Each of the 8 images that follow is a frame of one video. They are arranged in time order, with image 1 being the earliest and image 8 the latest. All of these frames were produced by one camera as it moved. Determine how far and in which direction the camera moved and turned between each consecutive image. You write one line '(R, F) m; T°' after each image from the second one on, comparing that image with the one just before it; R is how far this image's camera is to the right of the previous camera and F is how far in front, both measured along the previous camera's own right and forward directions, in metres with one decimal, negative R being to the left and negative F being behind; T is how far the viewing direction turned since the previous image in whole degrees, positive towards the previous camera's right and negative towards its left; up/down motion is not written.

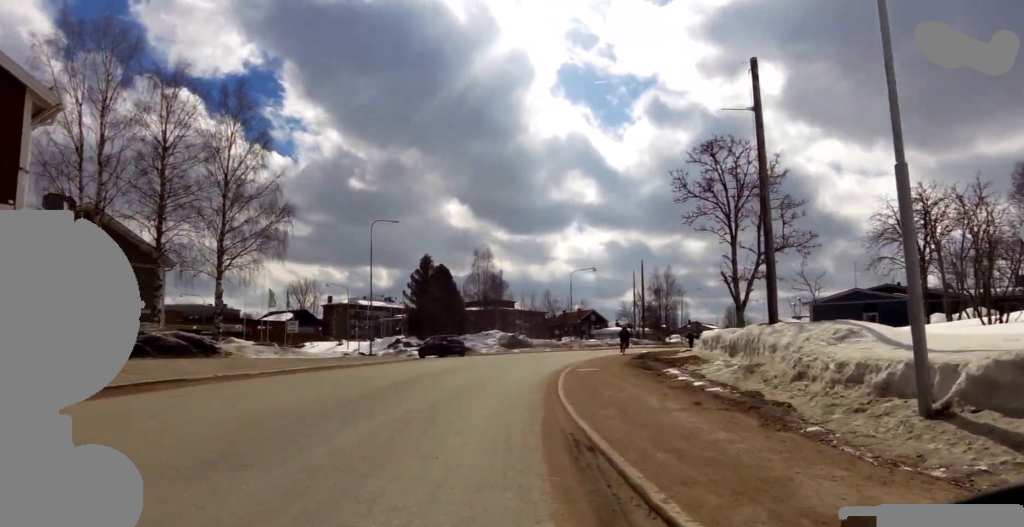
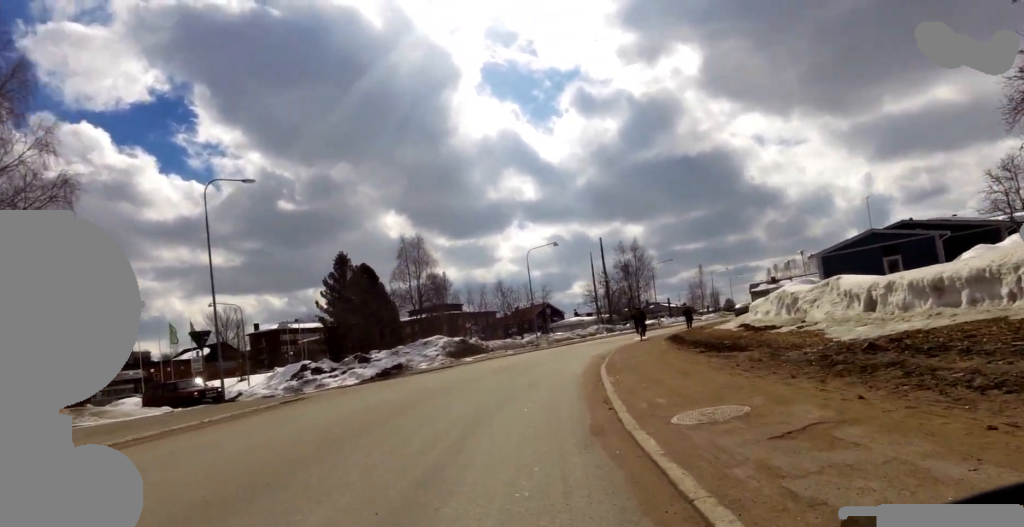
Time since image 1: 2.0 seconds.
(+1.2, +14.0) m; +7°
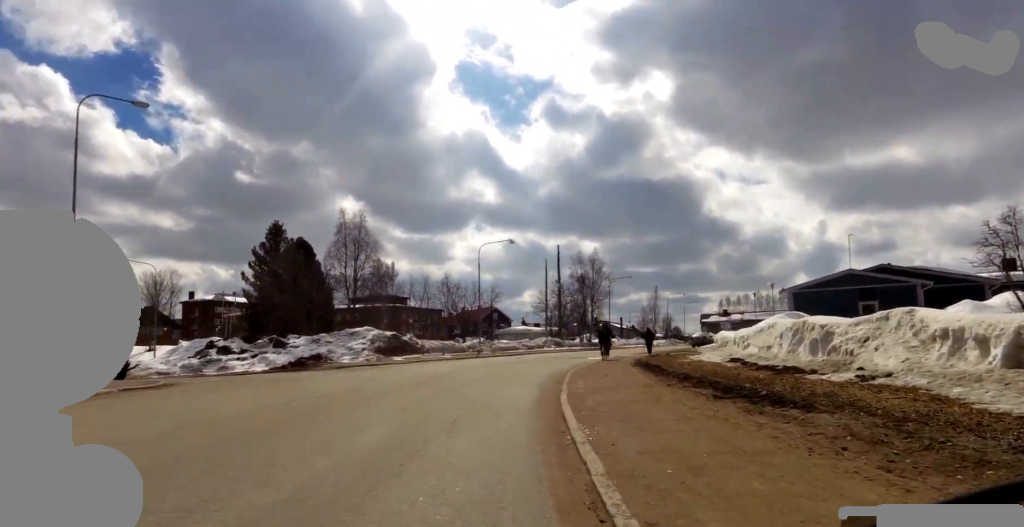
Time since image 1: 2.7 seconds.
(0.0, +4.5) m; -2°
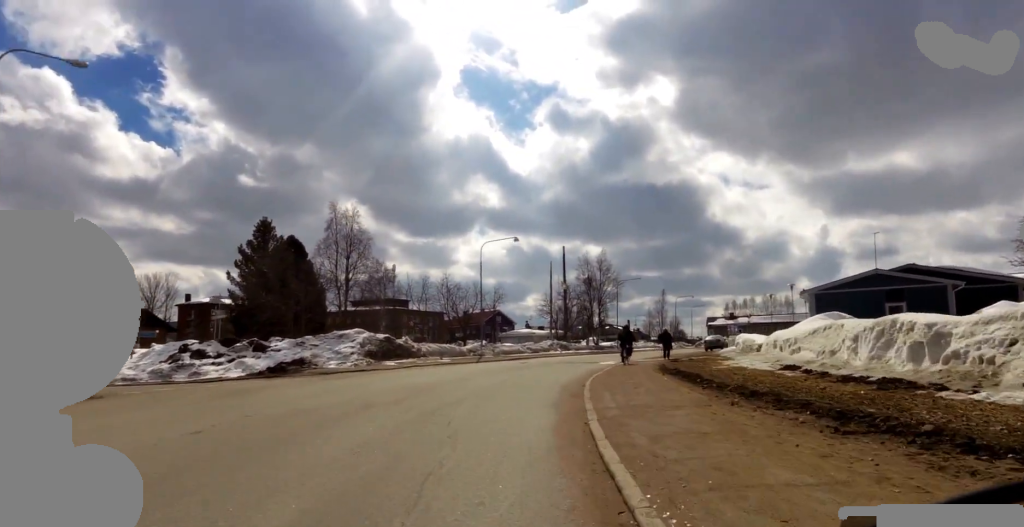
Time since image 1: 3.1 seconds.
(+0.1, +3.0) m; -3°
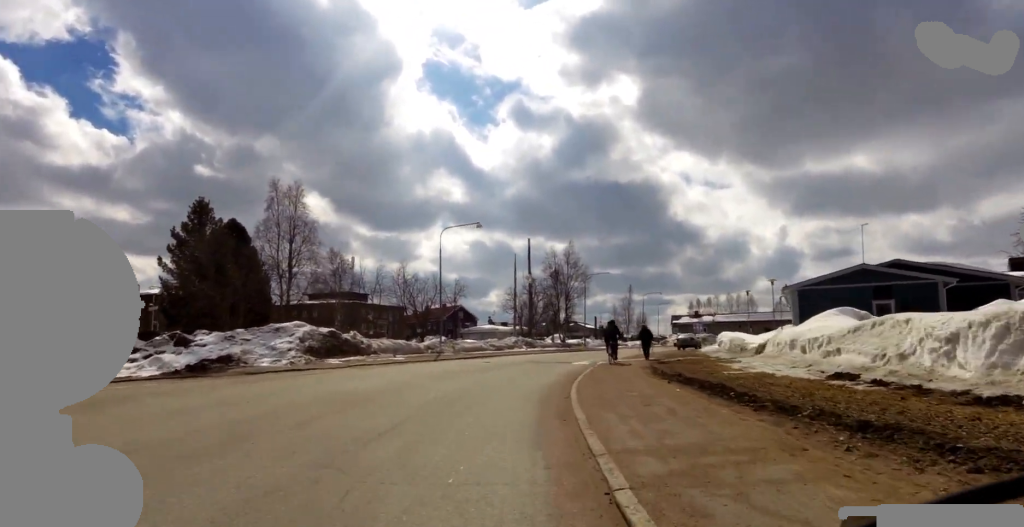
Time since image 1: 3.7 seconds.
(-0.1, +3.6) m; -5°
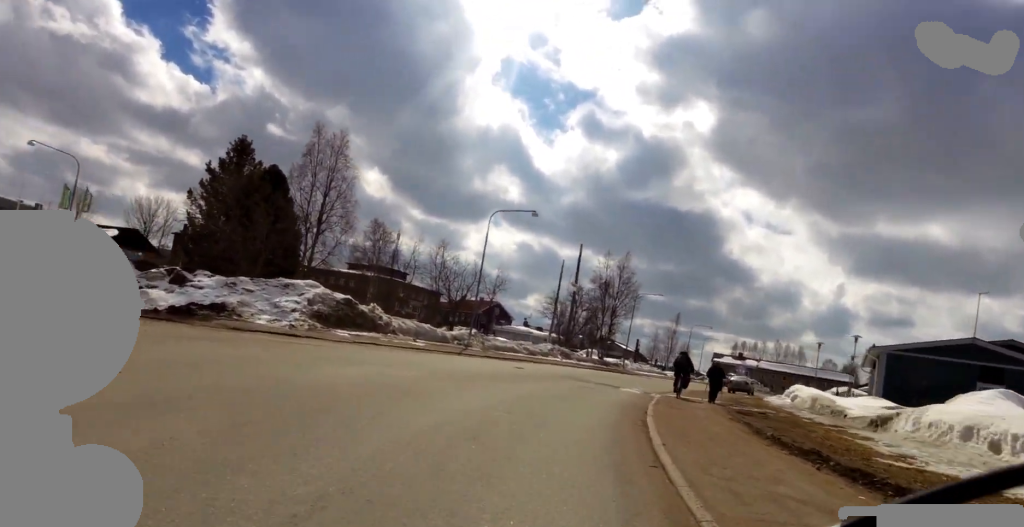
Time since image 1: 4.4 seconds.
(-0.2, +4.5) m; -8°
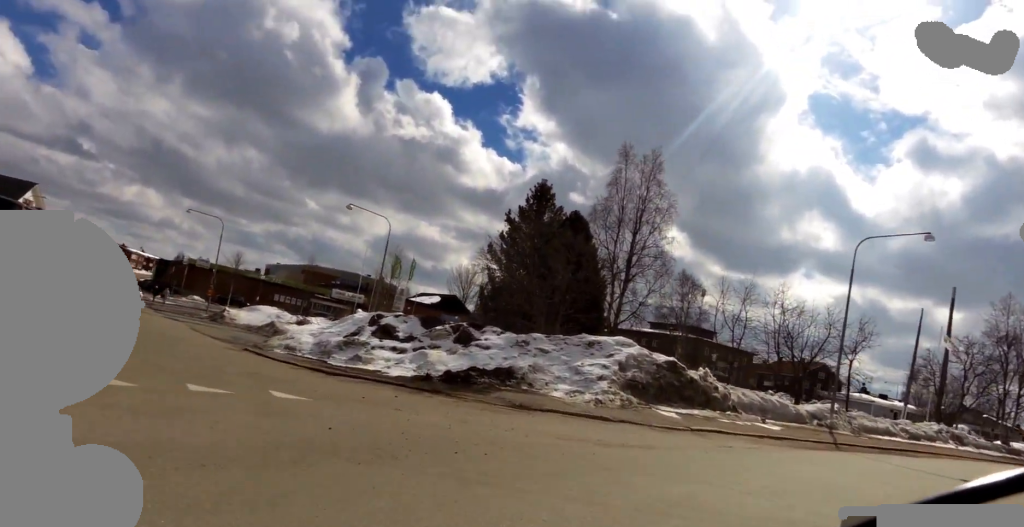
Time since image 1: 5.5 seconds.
(-1.0, +6.9) m; -22°
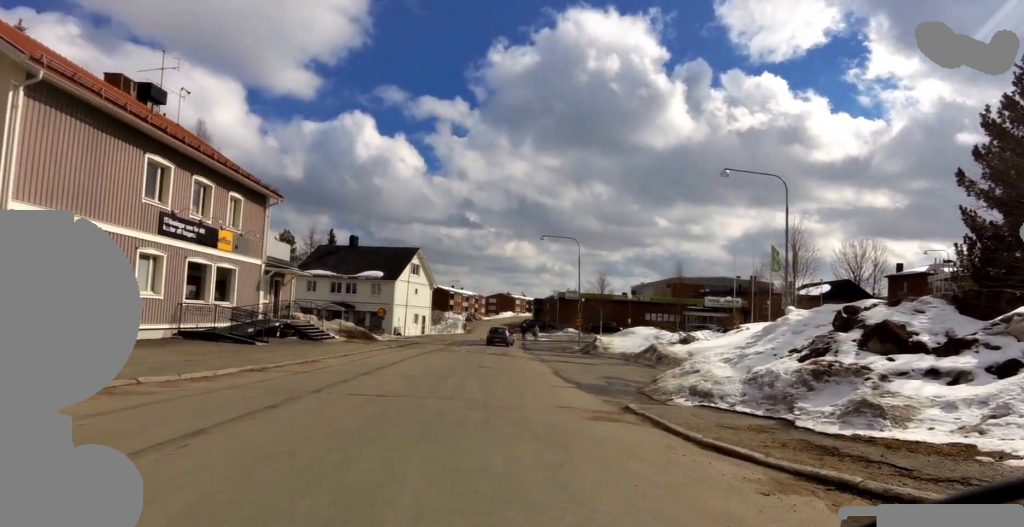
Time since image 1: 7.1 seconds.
(-1.3, +10.9) m; -10°
